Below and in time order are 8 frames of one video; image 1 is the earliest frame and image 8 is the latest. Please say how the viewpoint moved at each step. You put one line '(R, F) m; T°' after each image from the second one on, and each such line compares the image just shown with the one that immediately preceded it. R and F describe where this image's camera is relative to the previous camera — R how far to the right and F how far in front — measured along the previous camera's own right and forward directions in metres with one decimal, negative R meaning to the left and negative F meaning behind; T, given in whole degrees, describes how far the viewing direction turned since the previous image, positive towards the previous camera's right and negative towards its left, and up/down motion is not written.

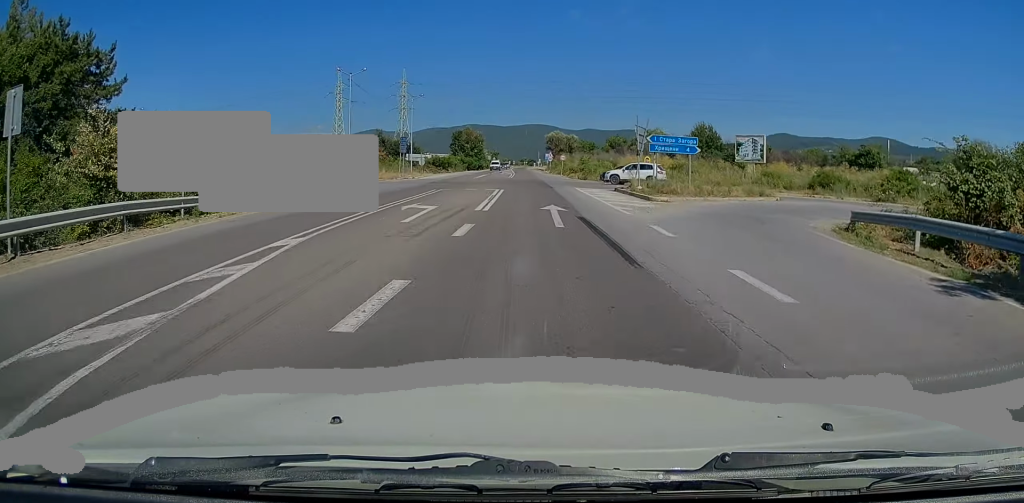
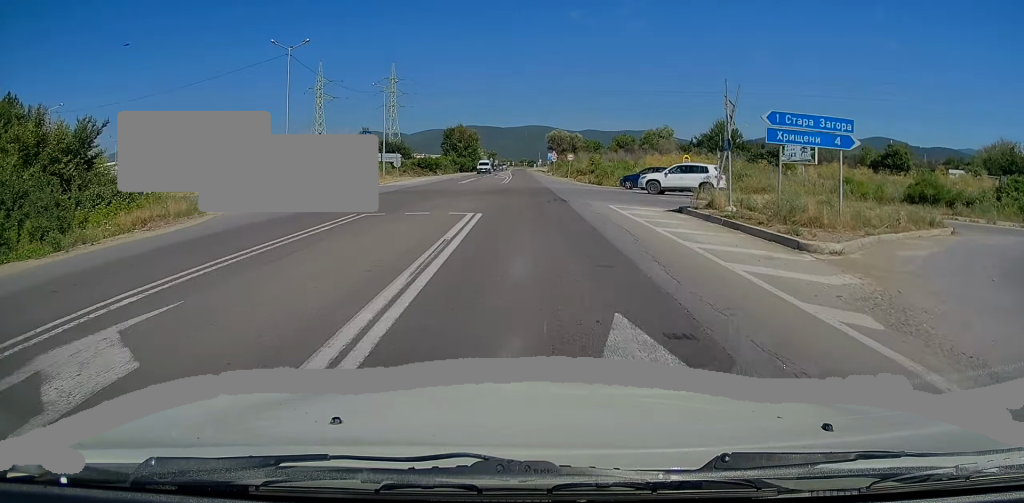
(+0.2, +13.9) m; +1°
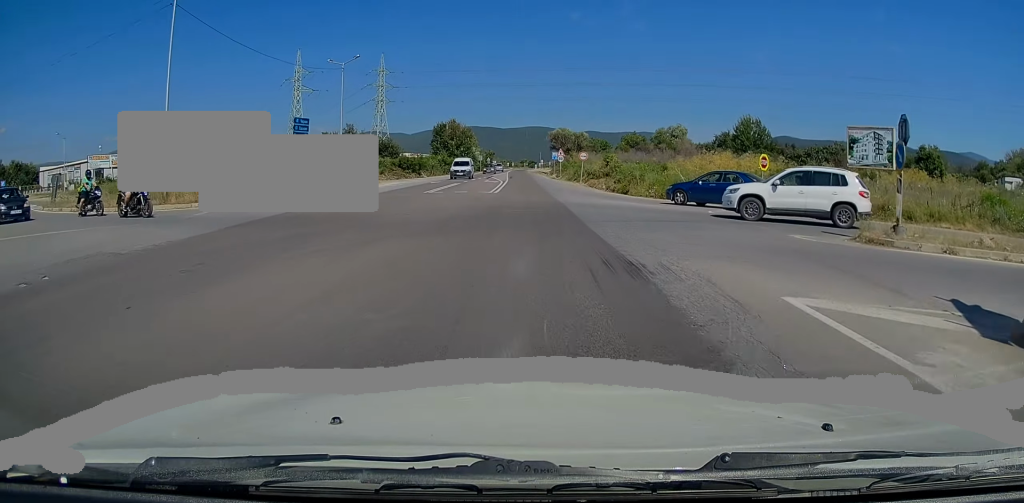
(+0.1, +14.1) m; +1°
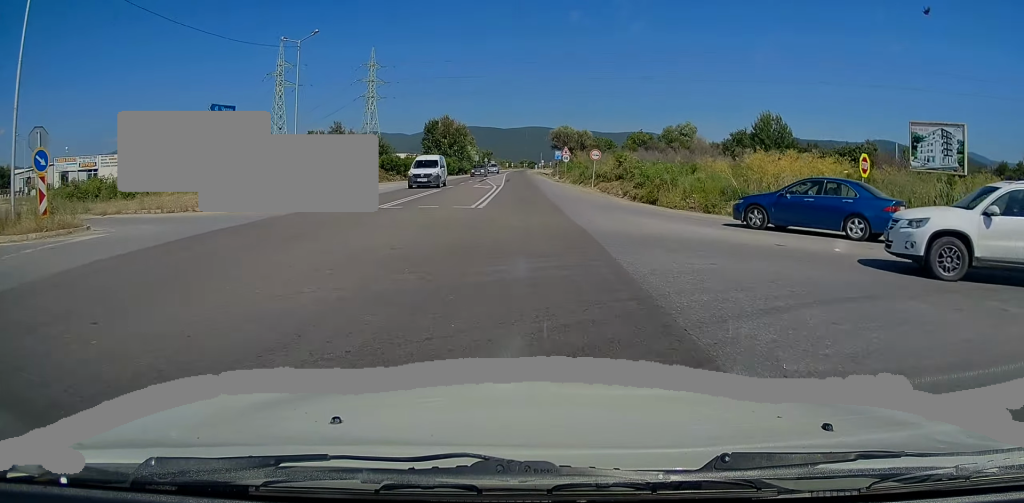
(+0.3, +9.2) m; 0°
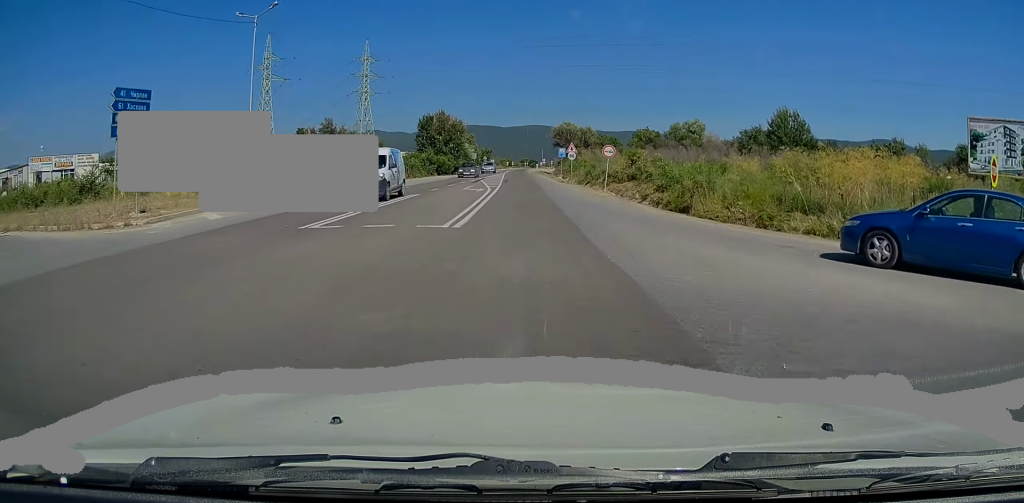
(-0.2, +6.5) m; 0°
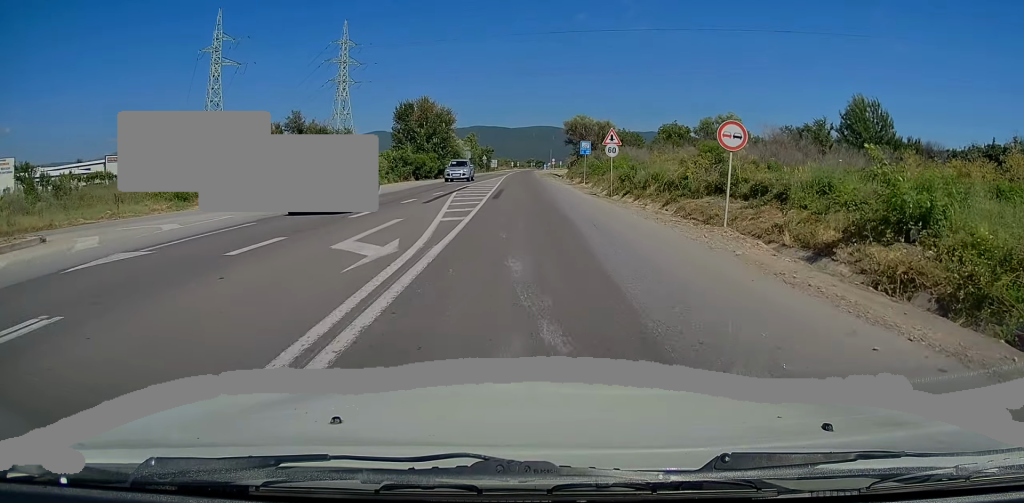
(+0.1, +20.8) m; -1°
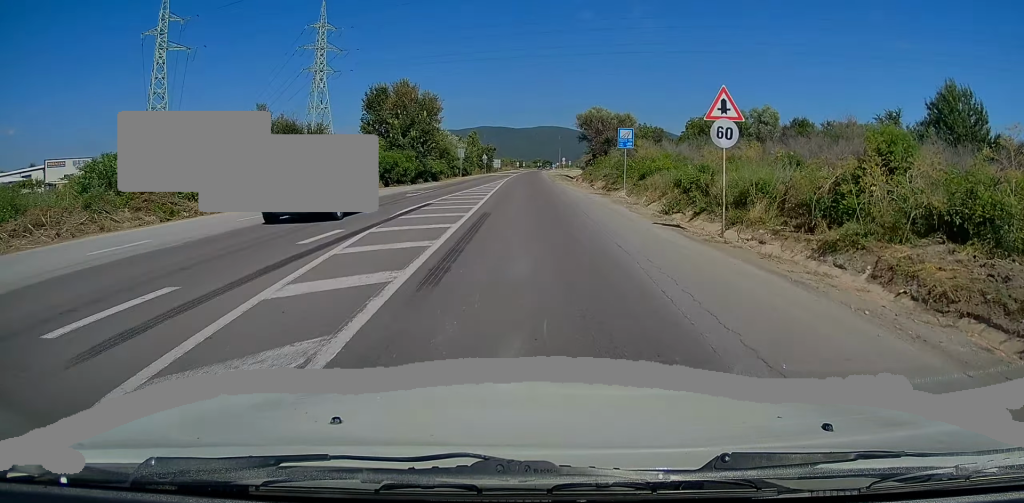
(-0.6, +16.1) m; -3°
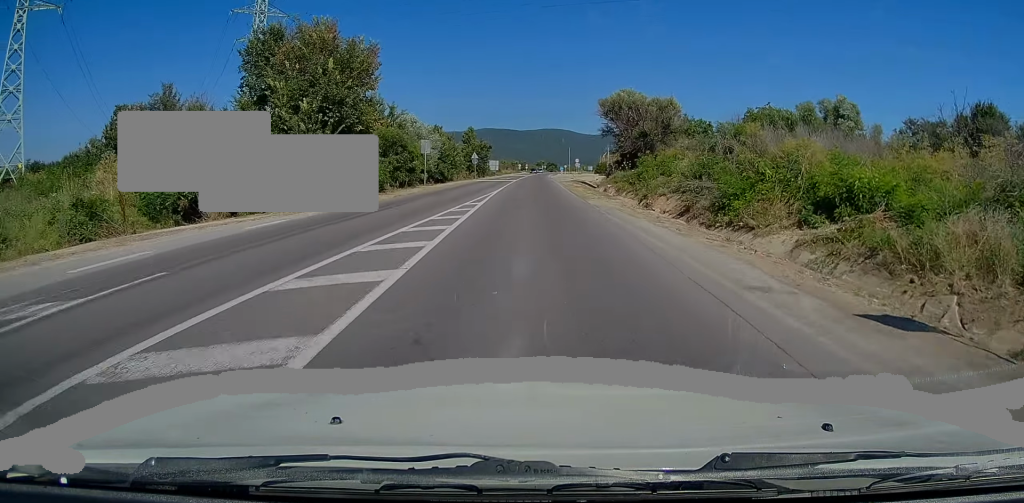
(+0.3, +25.8) m; +2°
